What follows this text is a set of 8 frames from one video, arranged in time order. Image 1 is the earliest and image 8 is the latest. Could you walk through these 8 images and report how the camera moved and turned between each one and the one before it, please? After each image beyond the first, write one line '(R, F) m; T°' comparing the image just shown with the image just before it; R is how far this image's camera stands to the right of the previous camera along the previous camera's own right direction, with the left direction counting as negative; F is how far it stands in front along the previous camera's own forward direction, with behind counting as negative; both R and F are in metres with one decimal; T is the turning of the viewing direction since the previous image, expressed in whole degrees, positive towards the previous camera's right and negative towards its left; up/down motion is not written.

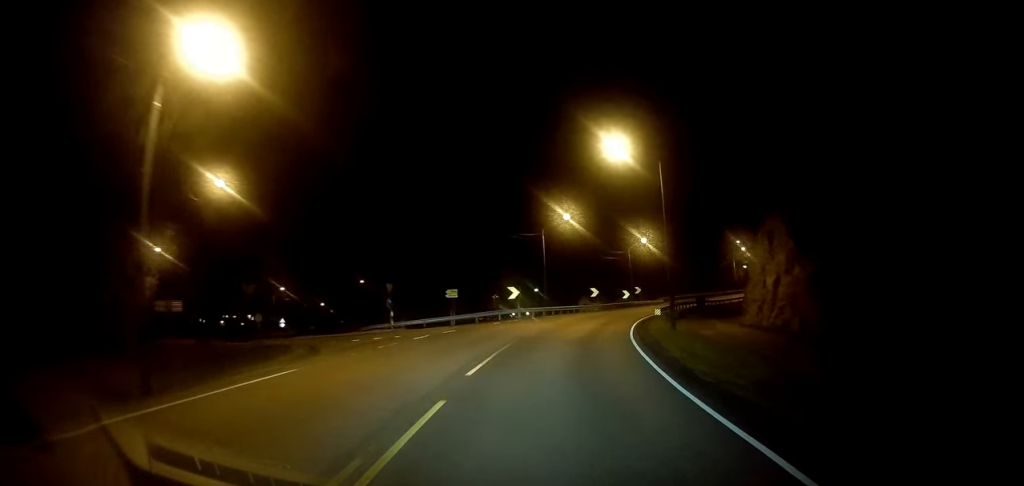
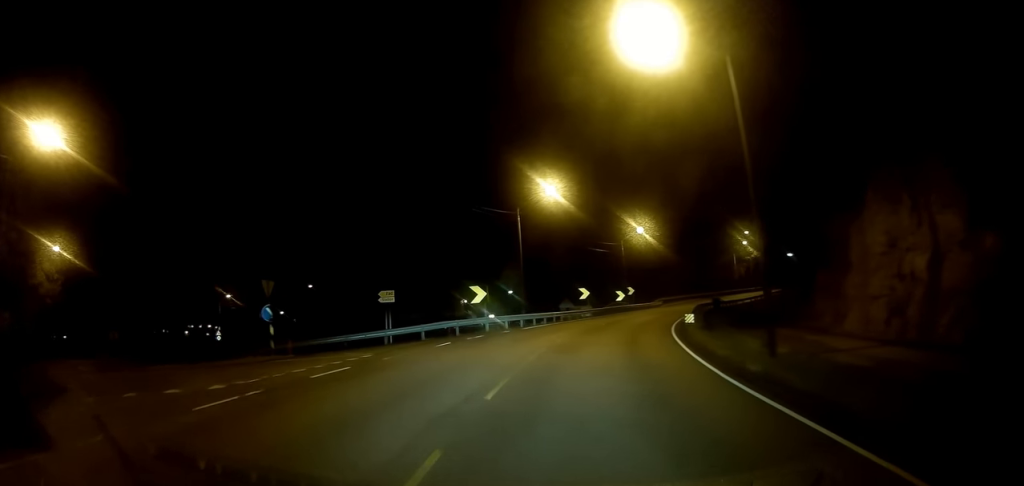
(+0.3, +14.7) m; 0°
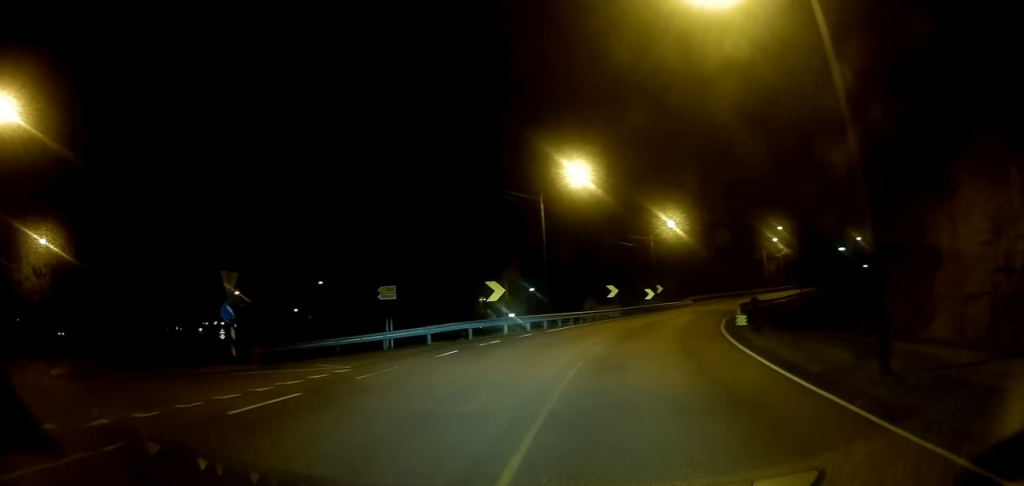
(-0.1, +4.3) m; -2°
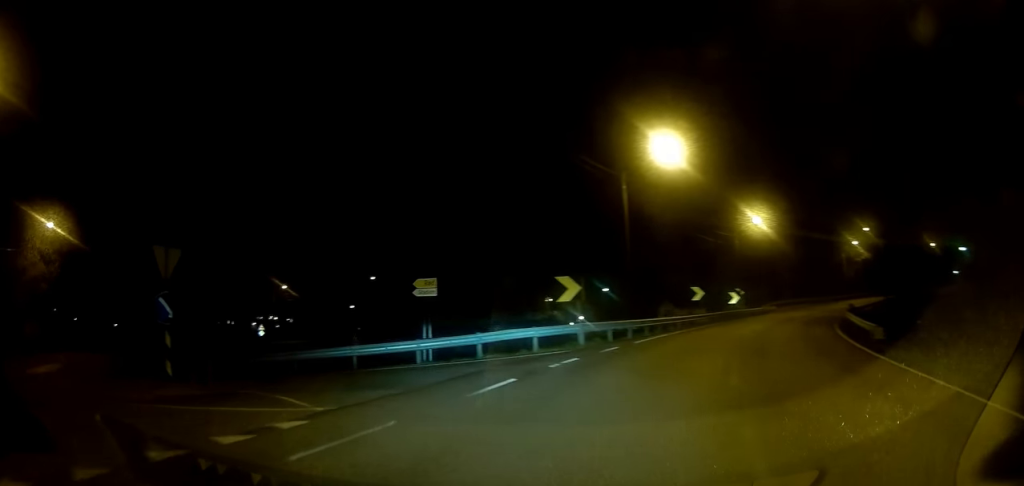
(-0.2, +6.2) m; -8°
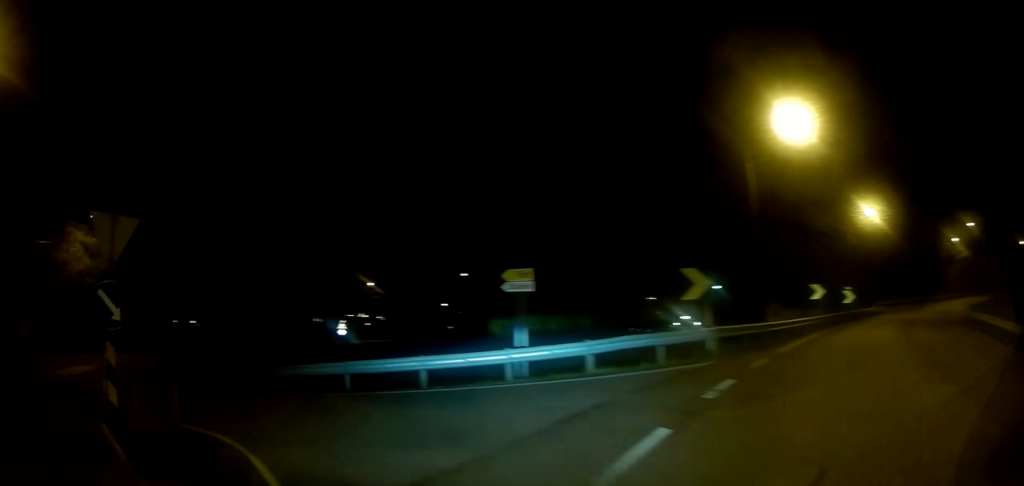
(0.0, +4.3) m; -11°
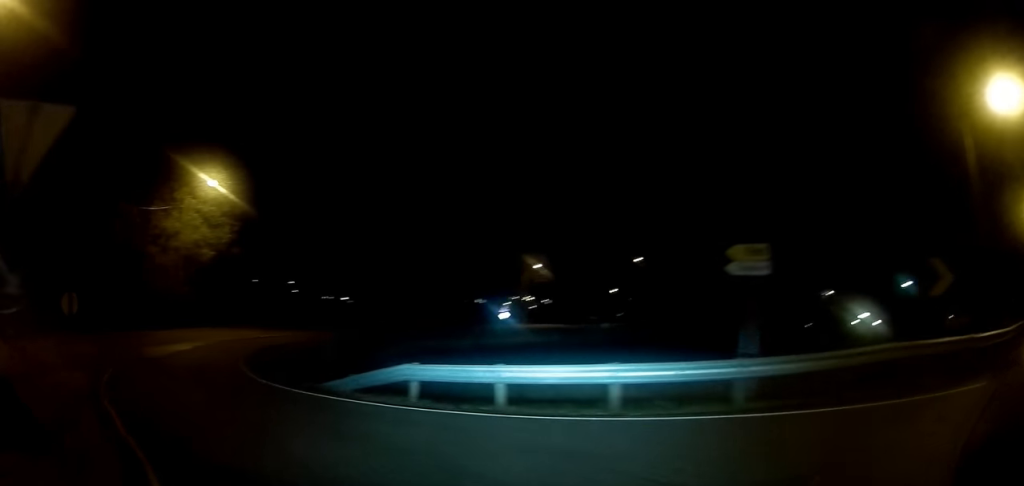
(-0.8, +4.2) m; -18°
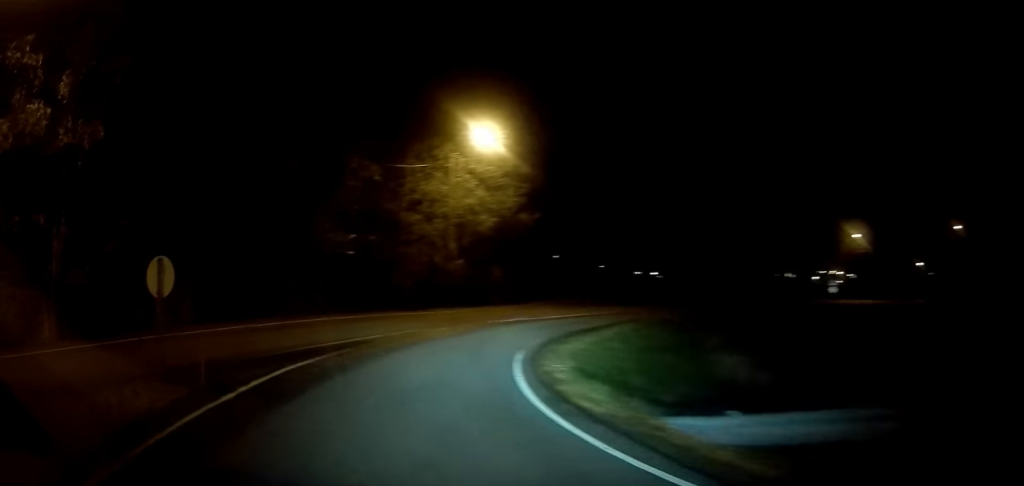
(-1.6, +6.5) m; -24°
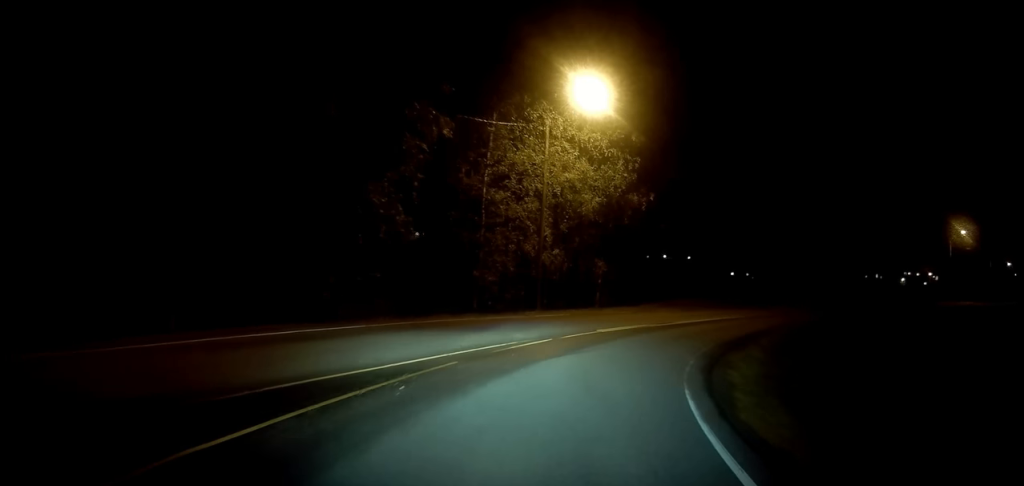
(-0.9, +6.6) m; -8°
